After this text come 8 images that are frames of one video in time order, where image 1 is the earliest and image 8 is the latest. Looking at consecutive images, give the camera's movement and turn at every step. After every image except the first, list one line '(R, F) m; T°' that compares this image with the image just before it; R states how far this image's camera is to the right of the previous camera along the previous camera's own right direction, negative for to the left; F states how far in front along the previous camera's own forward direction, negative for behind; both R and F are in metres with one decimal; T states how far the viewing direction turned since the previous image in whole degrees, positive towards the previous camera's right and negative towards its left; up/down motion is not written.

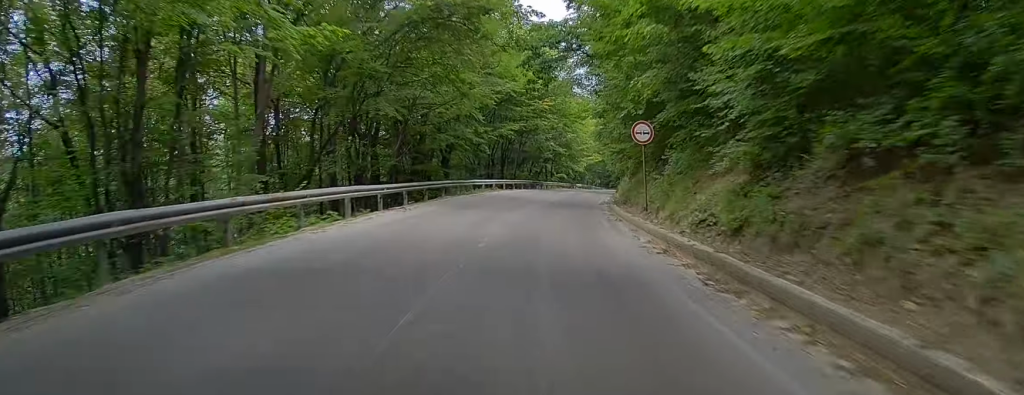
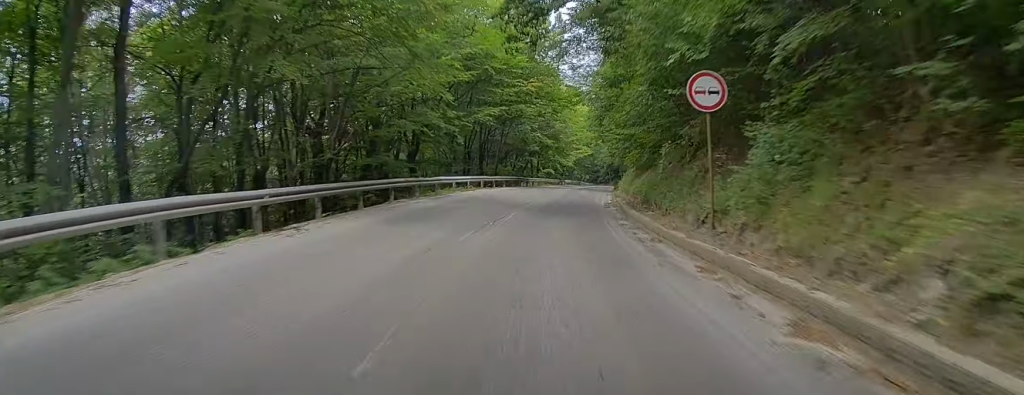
(0.0, +9.5) m; 0°
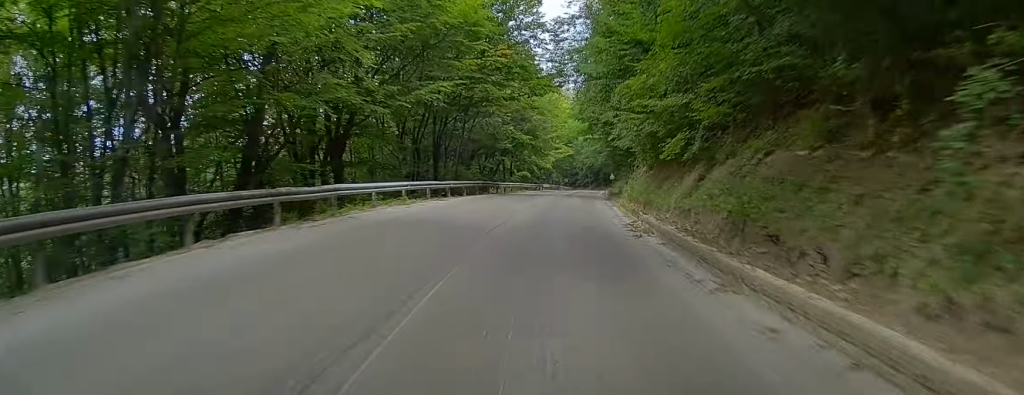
(0.0, +13.5) m; +1°
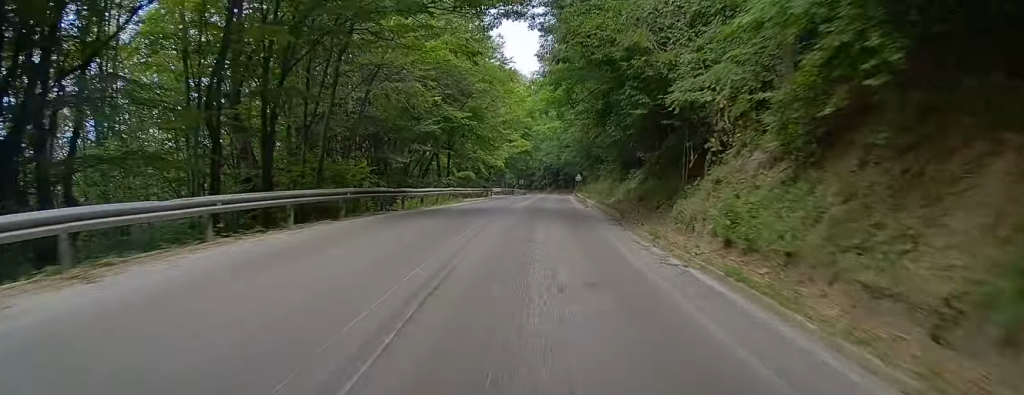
(+0.4, +21.0) m; +2°
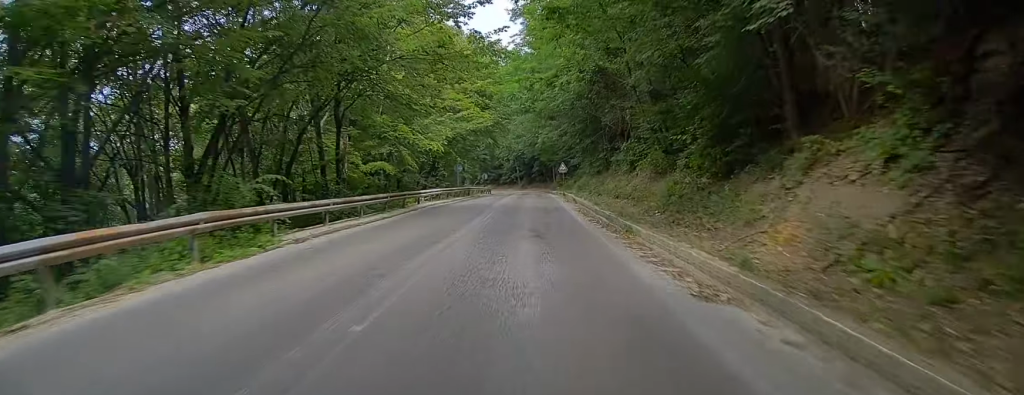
(+1.1, +25.6) m; +4°
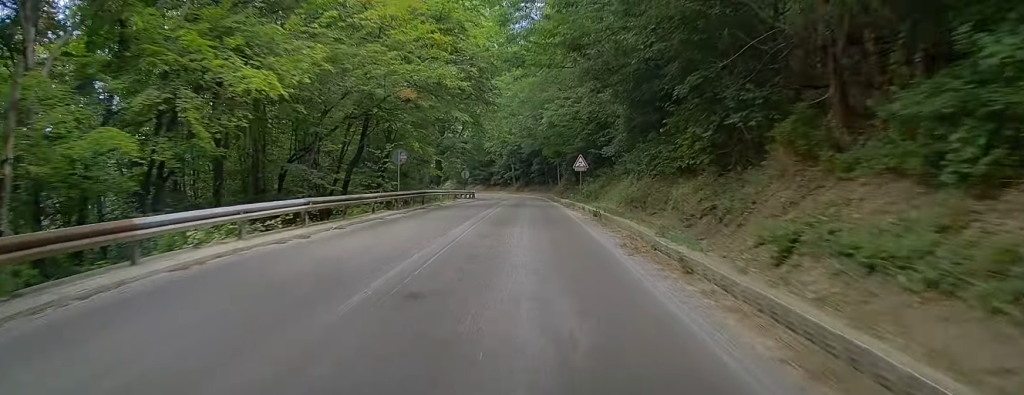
(+0.4, +23.8) m; +1°
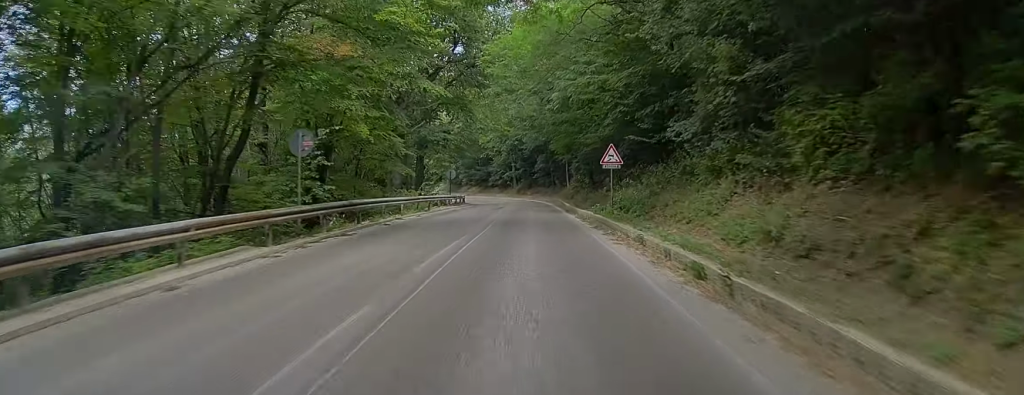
(+0.2, +13.7) m; 0°
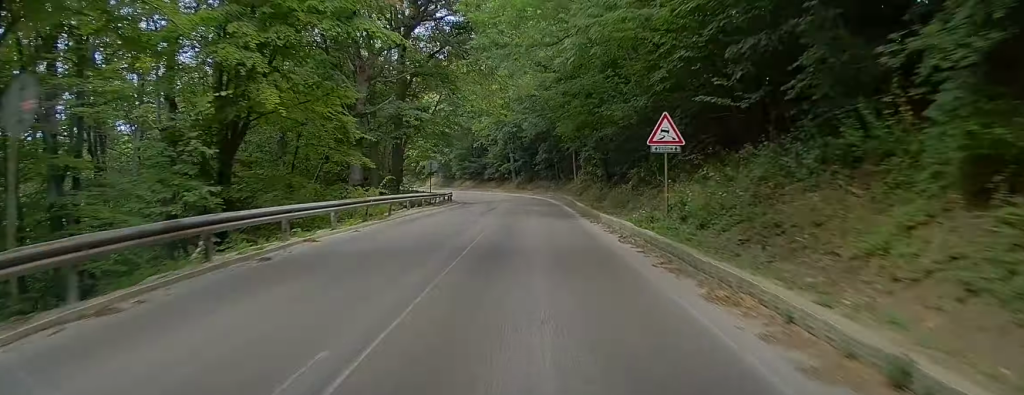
(-0.2, +10.3) m; -1°
